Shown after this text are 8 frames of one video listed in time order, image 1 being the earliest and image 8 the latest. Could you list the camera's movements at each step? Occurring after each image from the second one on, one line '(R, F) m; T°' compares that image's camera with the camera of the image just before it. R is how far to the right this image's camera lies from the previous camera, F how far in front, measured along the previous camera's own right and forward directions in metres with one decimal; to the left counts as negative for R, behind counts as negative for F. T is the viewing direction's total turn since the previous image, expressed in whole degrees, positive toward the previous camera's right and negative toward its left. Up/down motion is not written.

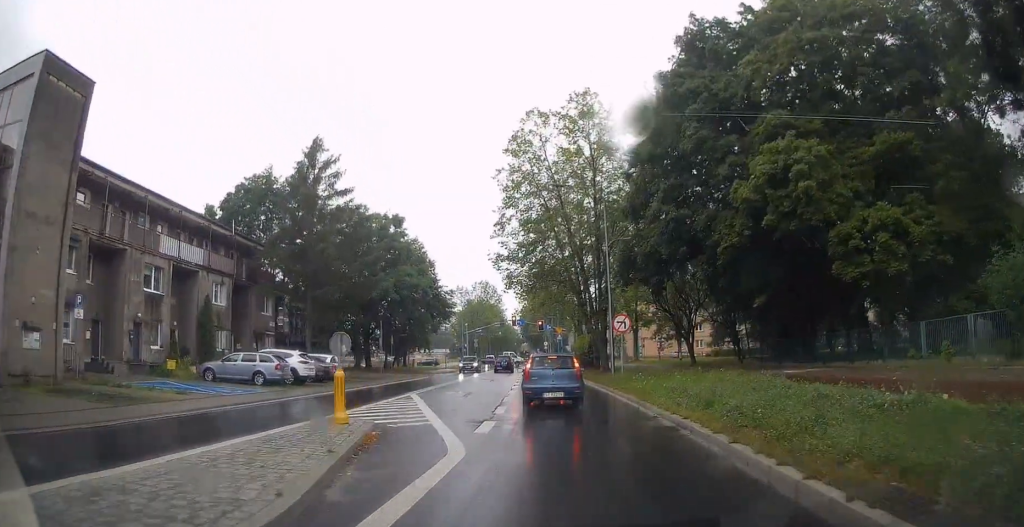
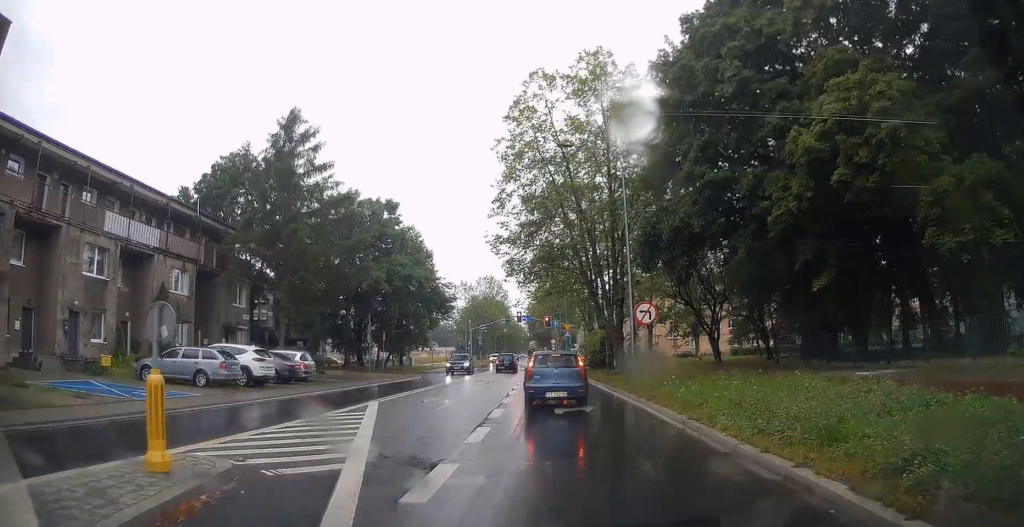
(0.0, +5.3) m; +3°
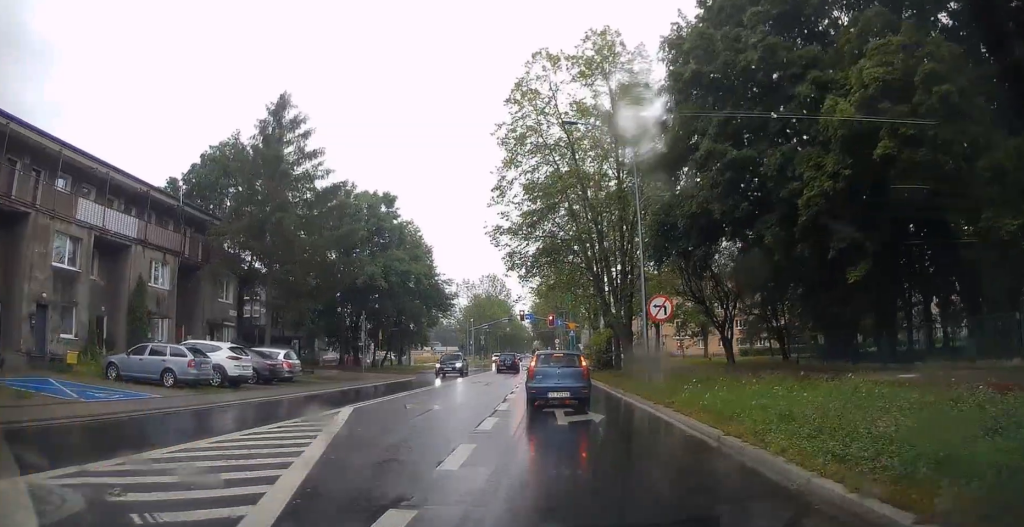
(0.0, +2.5) m; +2°
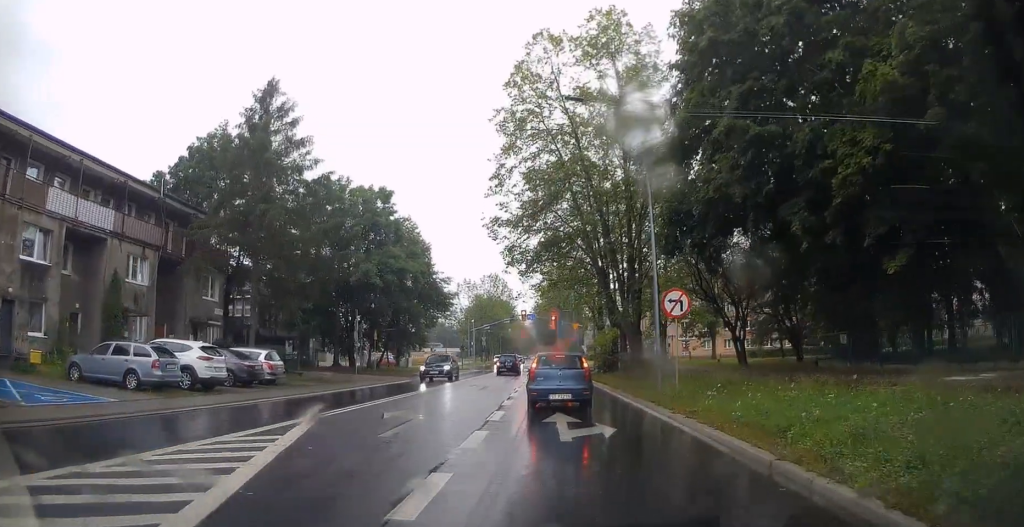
(+0.1, +2.2) m; -1°
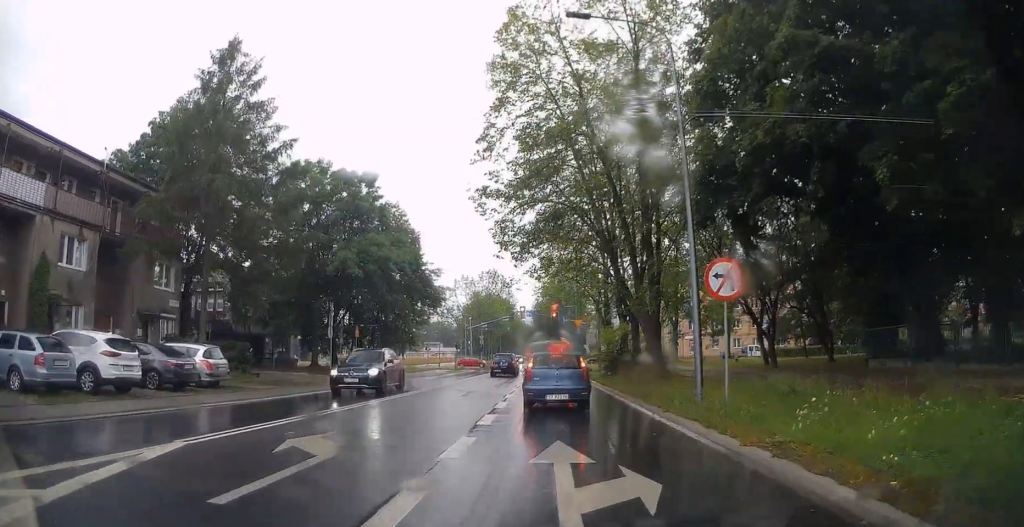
(-0.1, +5.0) m; -2°
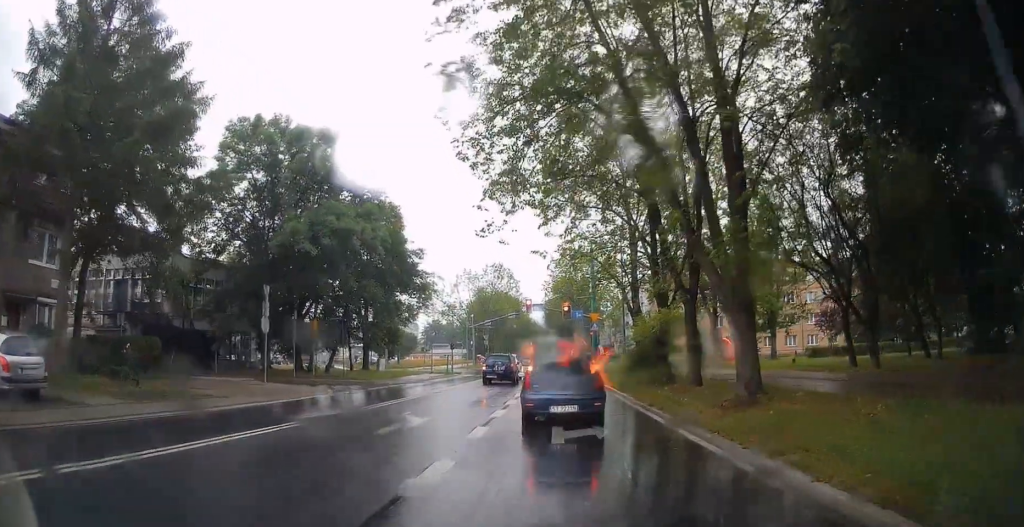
(+0.3, +9.6) m; -5°
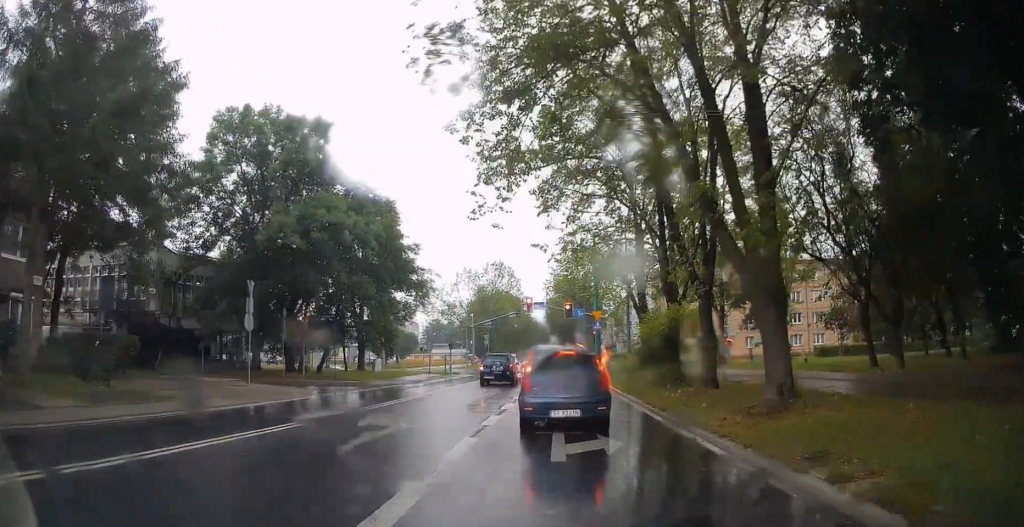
(-0.1, +1.6) m; 0°
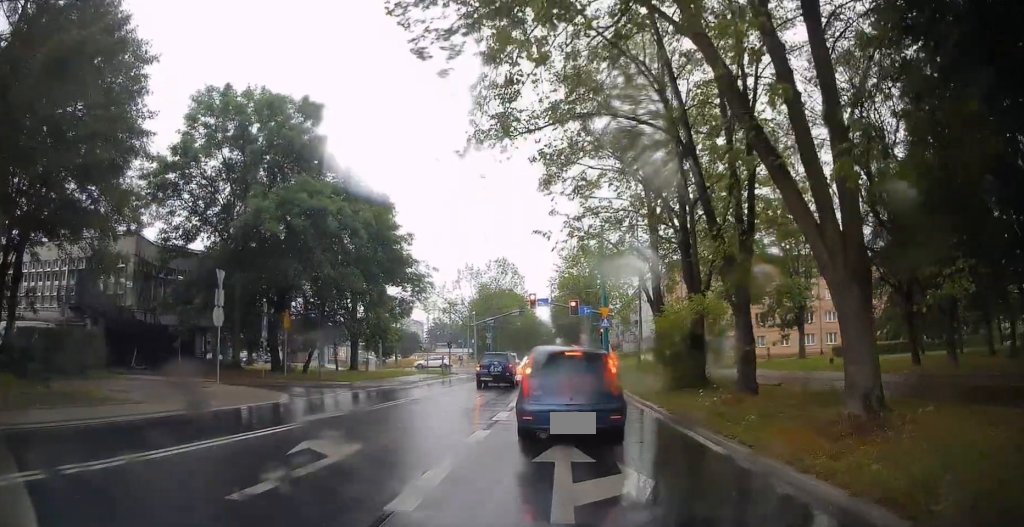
(0.0, +2.9) m; +2°
